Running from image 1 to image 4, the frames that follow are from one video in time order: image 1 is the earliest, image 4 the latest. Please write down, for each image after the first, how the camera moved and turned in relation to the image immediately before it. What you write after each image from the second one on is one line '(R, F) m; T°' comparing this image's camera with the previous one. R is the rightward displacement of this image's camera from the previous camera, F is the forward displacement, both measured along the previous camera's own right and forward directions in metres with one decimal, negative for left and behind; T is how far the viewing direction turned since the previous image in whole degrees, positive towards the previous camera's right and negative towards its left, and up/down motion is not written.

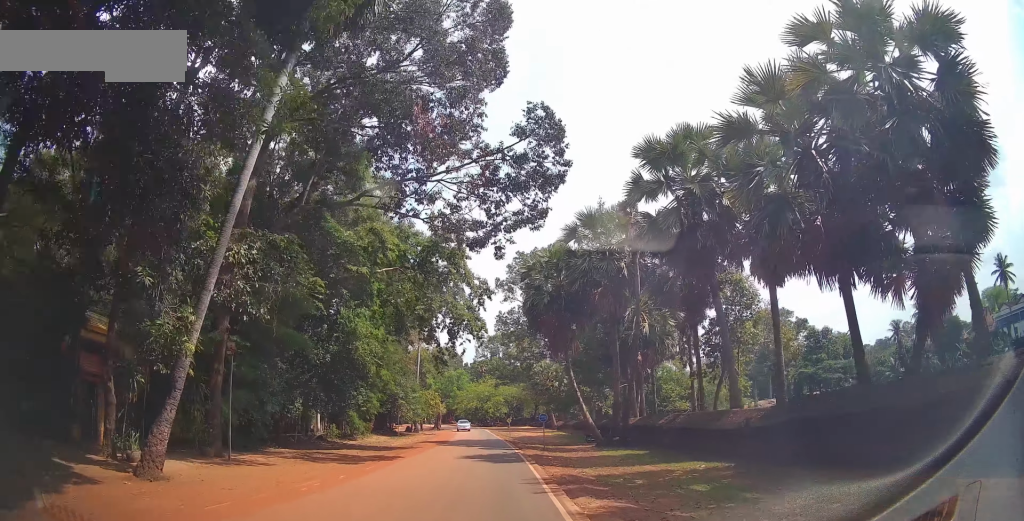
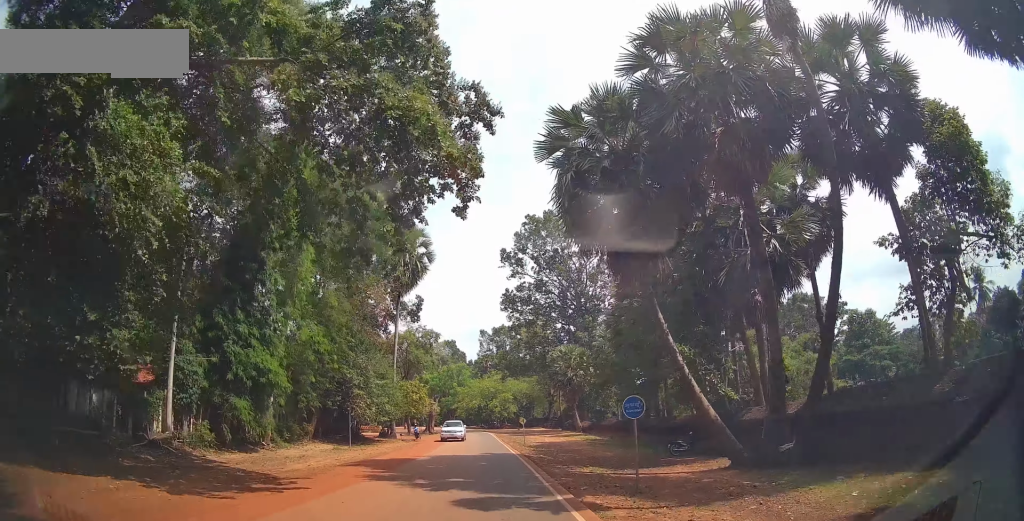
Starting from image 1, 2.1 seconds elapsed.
(+0.3, +18.5) m; +2°
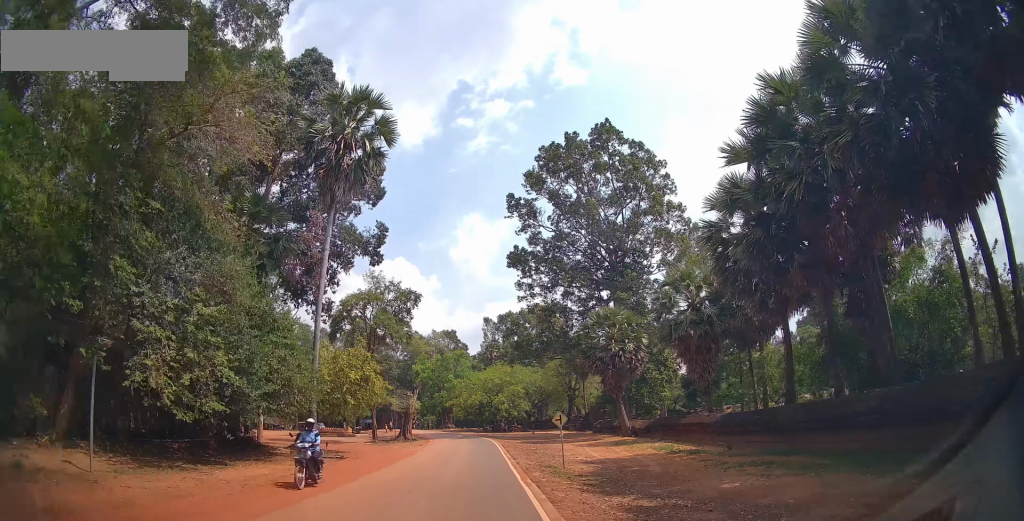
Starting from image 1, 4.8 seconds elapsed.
(-0.3, +23.8) m; -3°
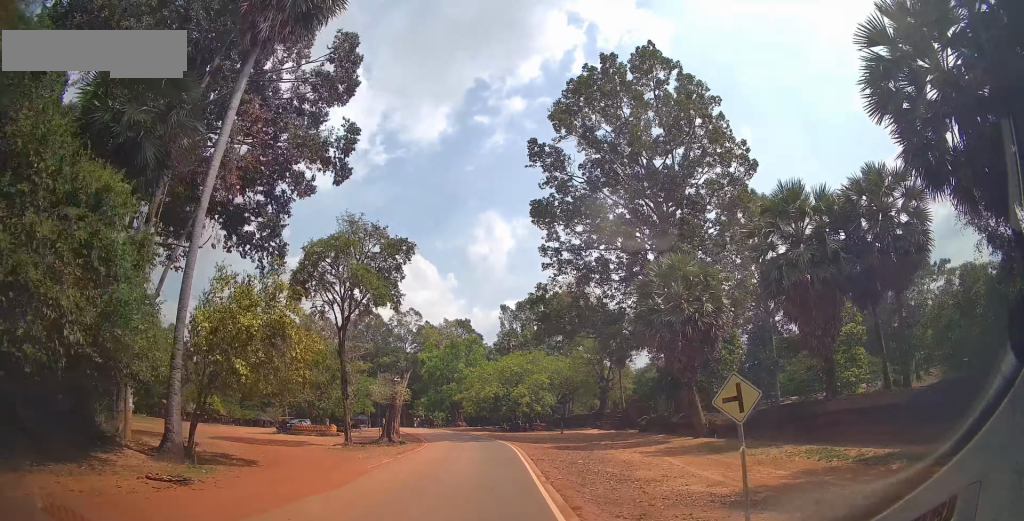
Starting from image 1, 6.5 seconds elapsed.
(-0.7, +13.1) m; -6°
